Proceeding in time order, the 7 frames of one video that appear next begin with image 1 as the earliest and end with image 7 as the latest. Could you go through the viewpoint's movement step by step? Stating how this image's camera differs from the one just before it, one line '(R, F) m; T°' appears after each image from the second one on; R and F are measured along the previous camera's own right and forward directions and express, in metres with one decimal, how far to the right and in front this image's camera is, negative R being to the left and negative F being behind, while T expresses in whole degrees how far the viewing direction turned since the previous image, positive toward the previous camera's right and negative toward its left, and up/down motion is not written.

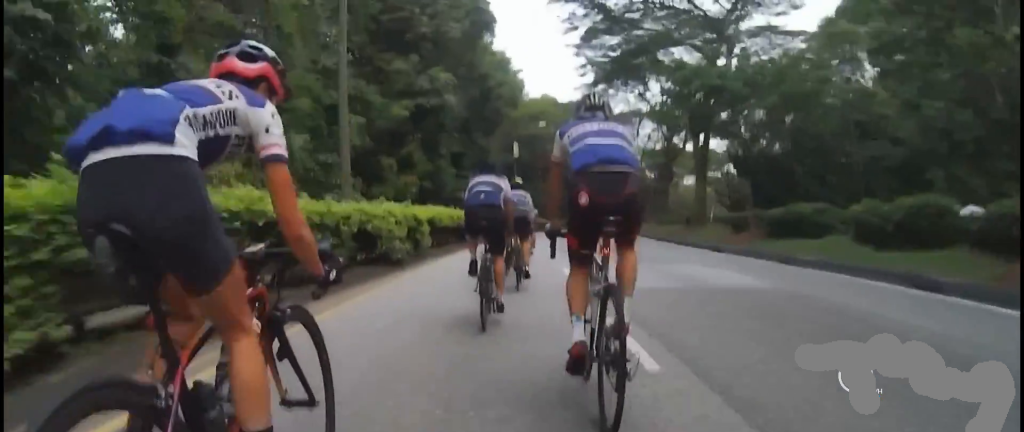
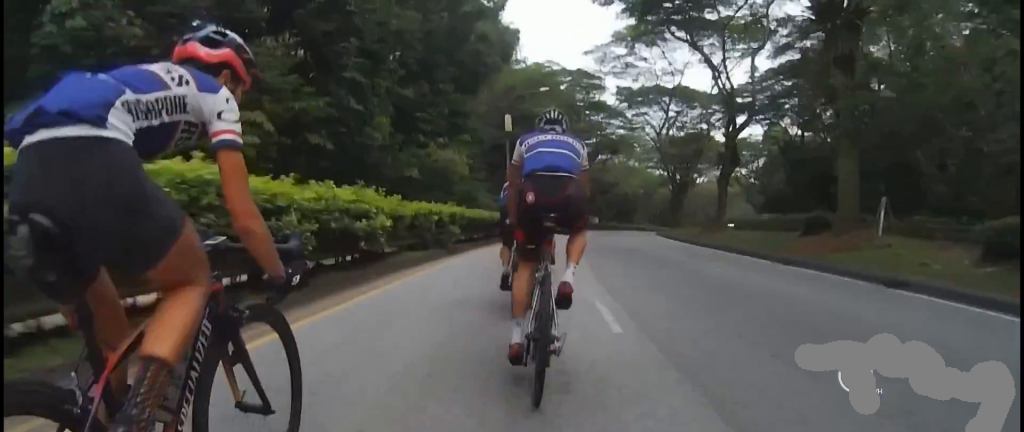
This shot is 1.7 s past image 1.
(0.0, +17.1) m; +3°
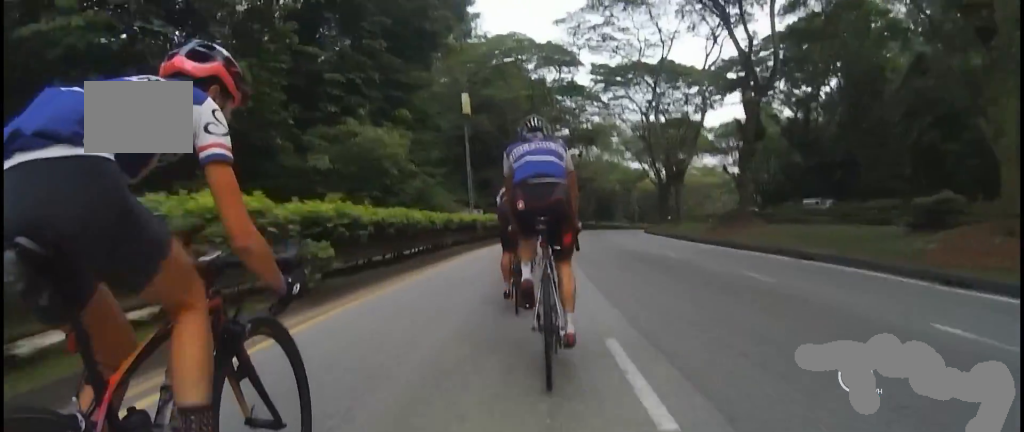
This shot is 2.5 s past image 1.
(+0.4, +8.4) m; +3°
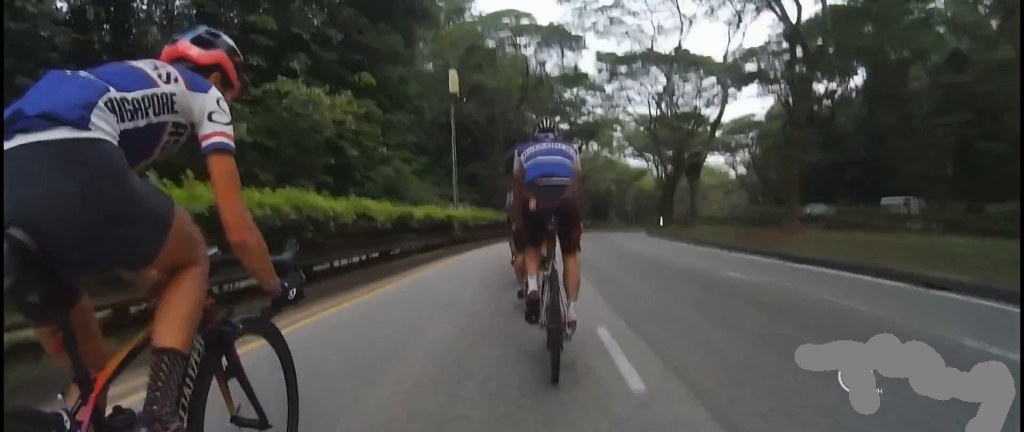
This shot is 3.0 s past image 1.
(+0.5, +5.4) m; 0°
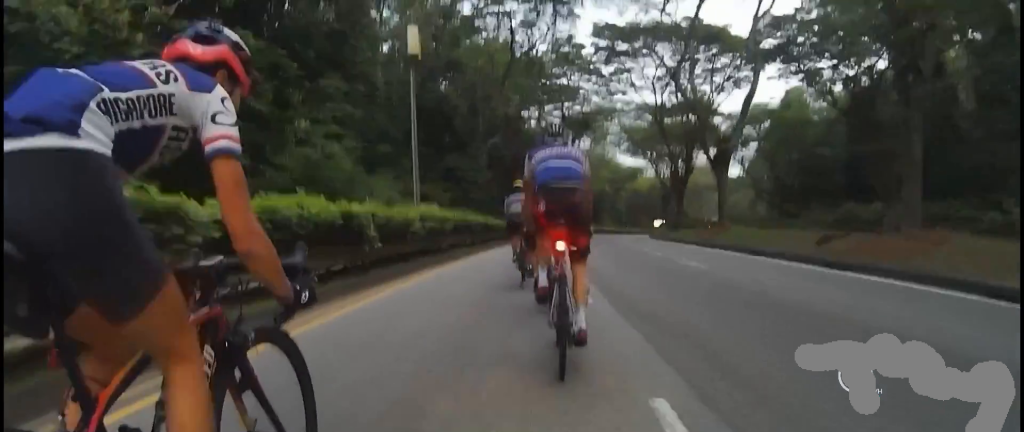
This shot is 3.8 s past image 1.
(-0.6, +7.9) m; +5°
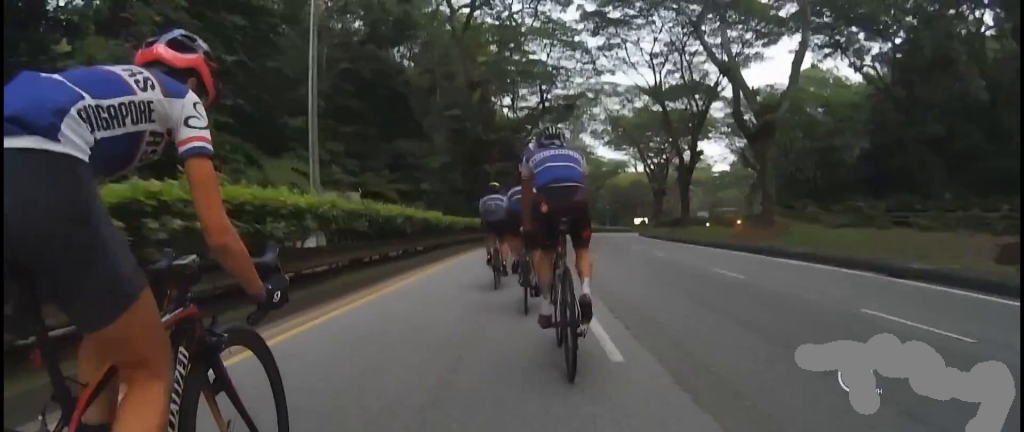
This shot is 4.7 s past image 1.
(+1.1, +8.6) m; +1°
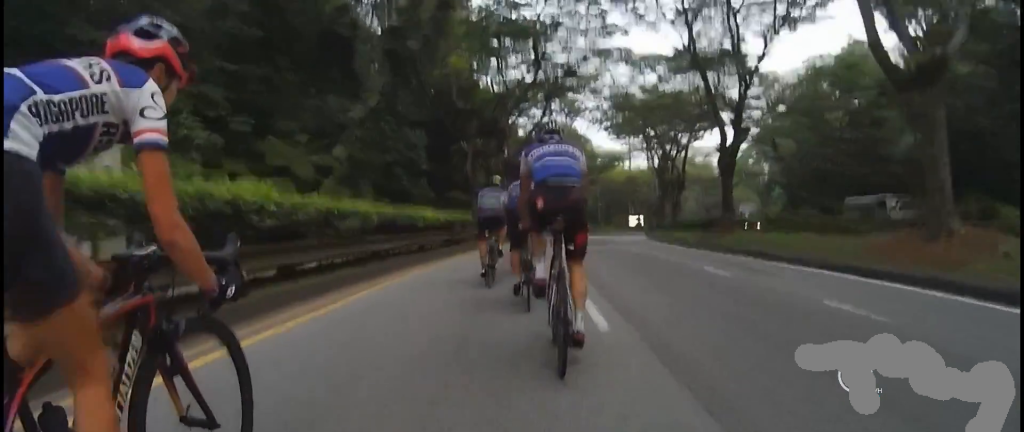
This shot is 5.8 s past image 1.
(-0.9, +10.2) m; -10°
